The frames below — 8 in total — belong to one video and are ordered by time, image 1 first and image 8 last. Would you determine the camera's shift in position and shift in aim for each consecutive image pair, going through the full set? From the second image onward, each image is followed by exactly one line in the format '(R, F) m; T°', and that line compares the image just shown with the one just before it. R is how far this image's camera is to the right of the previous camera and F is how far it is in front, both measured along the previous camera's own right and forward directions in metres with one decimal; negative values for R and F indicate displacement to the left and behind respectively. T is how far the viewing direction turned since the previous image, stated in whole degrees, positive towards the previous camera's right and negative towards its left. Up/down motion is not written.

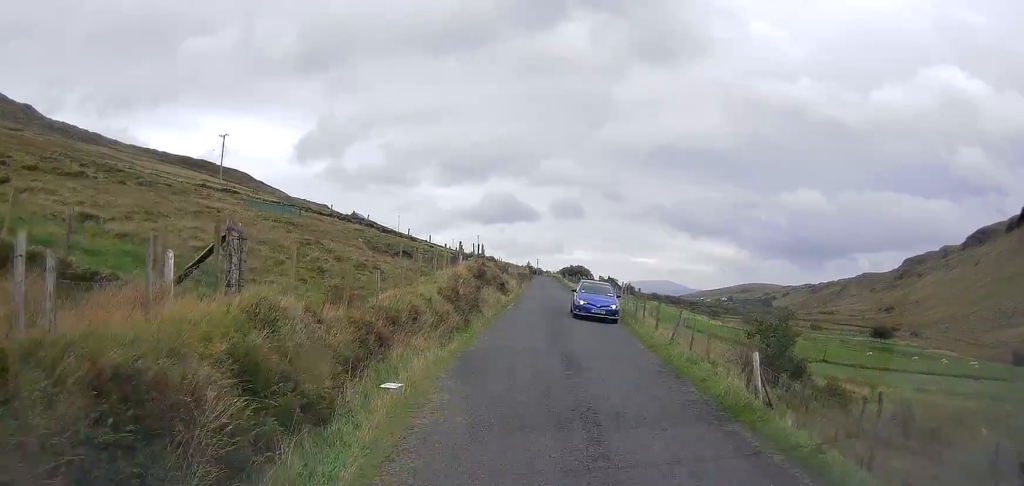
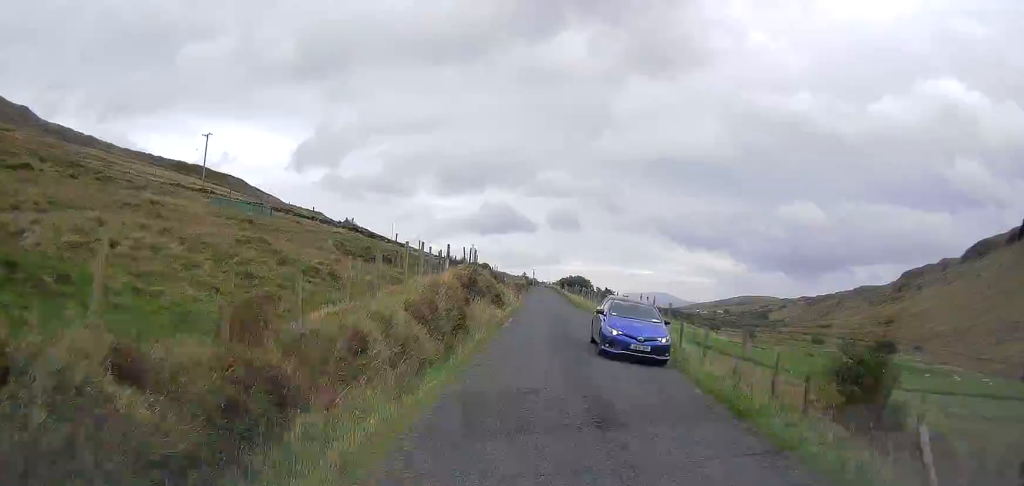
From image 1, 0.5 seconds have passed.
(-0.1, +5.5) m; 0°
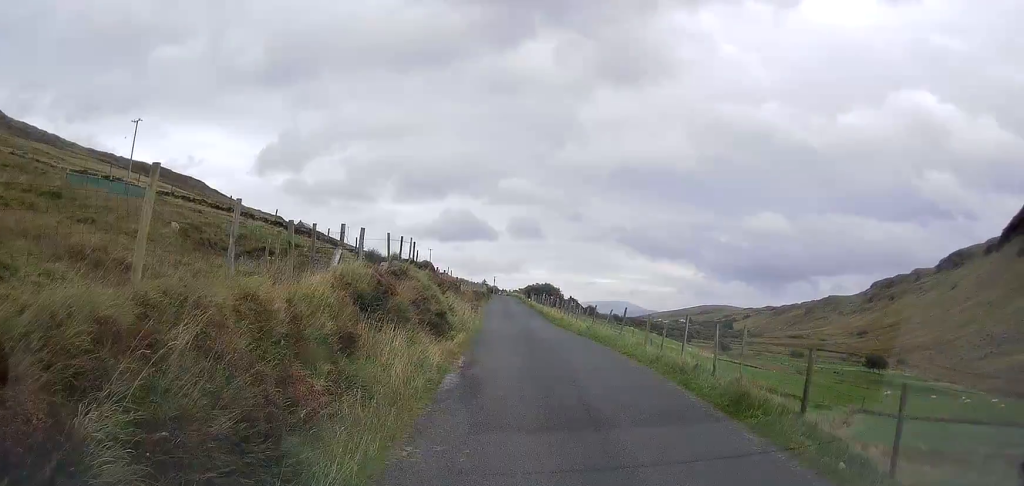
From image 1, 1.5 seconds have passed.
(+0.1, +12.0) m; +2°
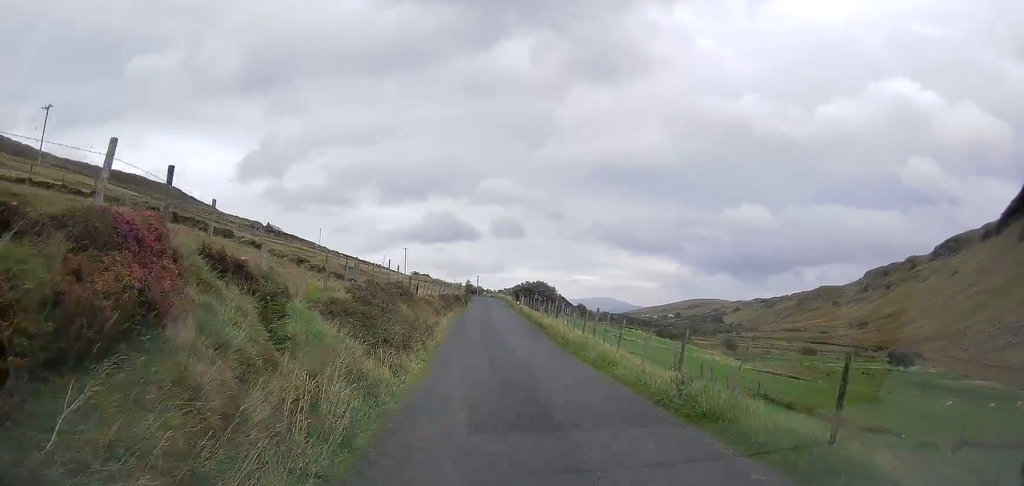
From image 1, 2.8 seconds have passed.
(+0.3, +17.0) m; +1°
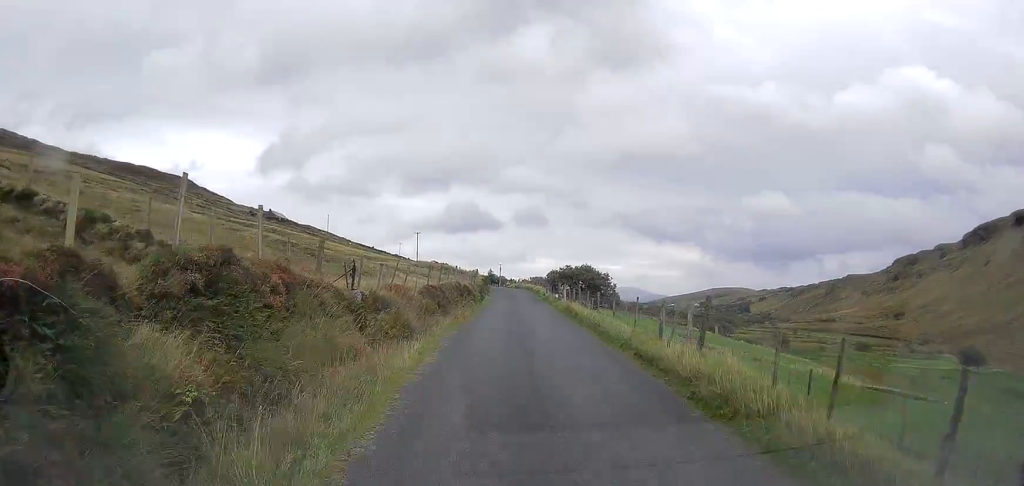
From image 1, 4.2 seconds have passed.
(+0.1, +19.8) m; 0°
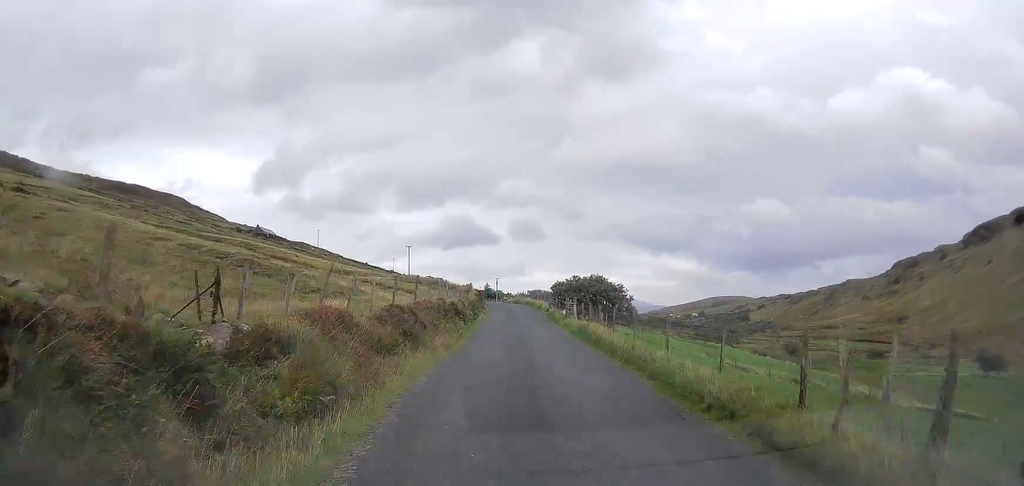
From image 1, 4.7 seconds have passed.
(0.0, +7.3) m; 0°
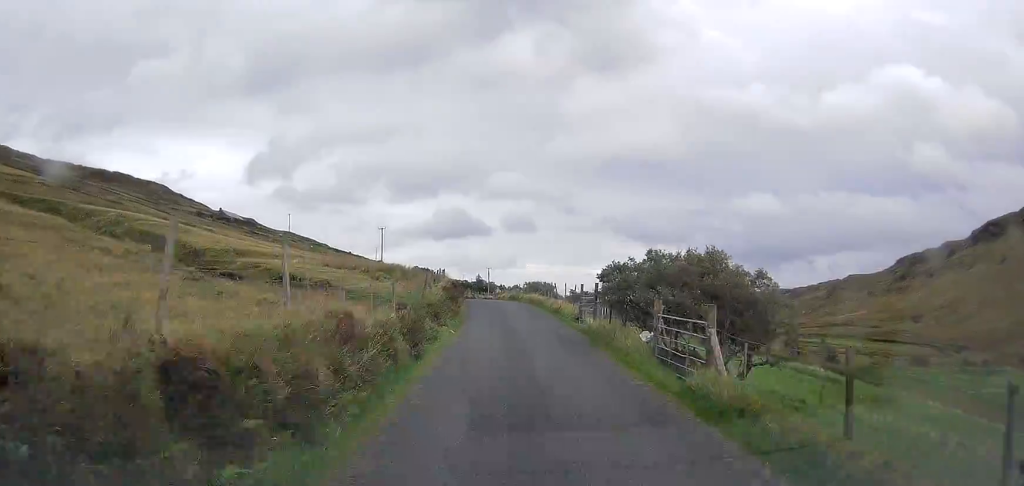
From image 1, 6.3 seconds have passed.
(-0.2, +23.9) m; +1°
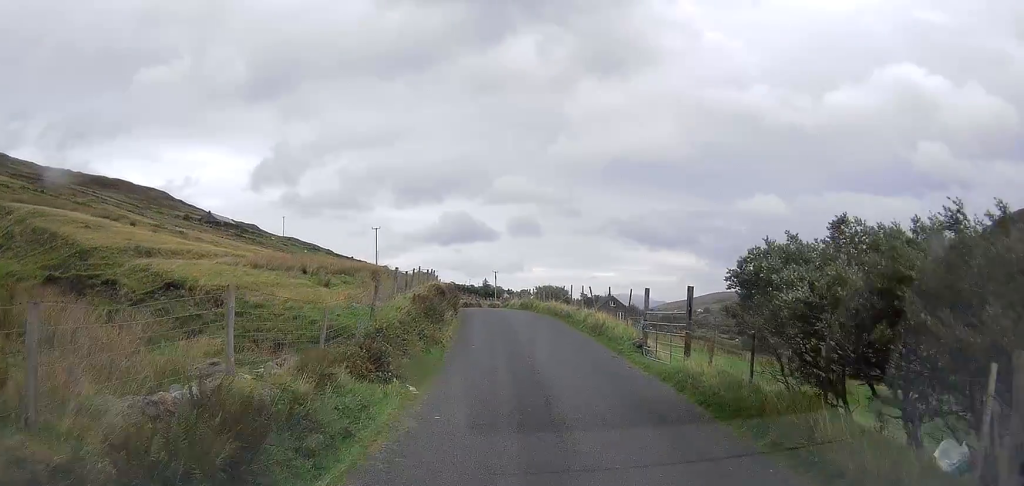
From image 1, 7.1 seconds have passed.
(+0.2, +11.4) m; 0°
